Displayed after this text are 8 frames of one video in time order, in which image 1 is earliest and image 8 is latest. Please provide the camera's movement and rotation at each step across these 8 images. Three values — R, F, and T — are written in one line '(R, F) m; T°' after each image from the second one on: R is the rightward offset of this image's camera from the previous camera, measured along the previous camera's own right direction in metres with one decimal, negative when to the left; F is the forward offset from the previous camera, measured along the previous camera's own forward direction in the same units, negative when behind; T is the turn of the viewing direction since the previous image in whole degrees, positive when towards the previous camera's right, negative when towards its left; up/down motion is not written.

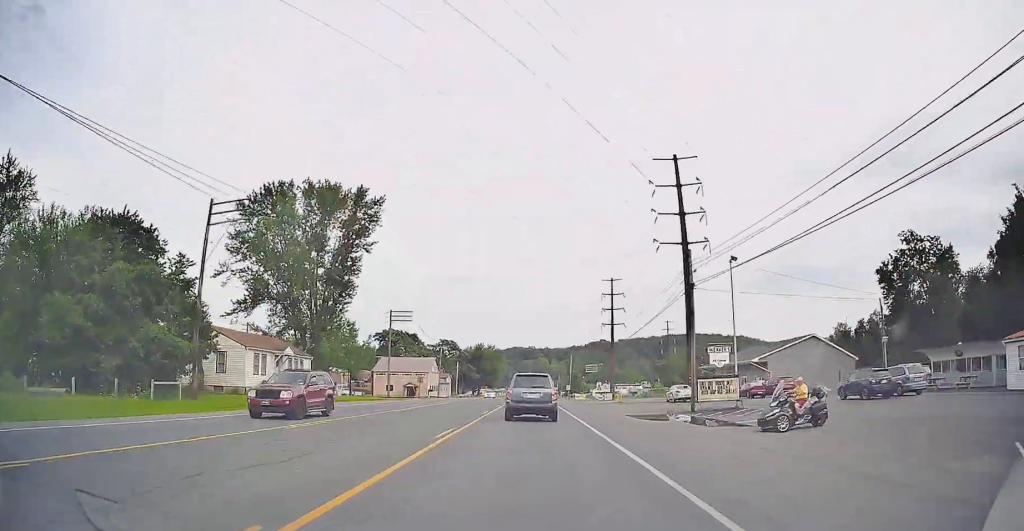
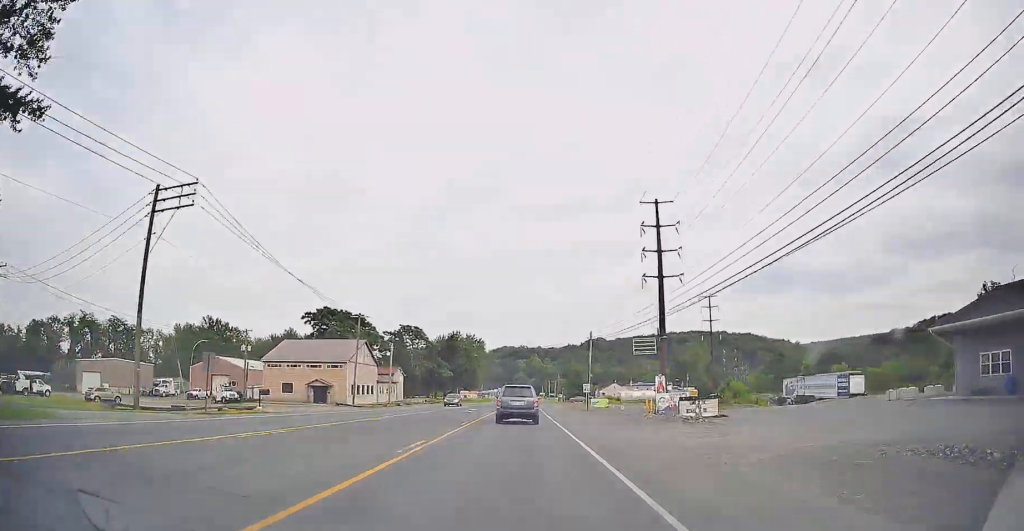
(0.0, +59.1) m; 0°
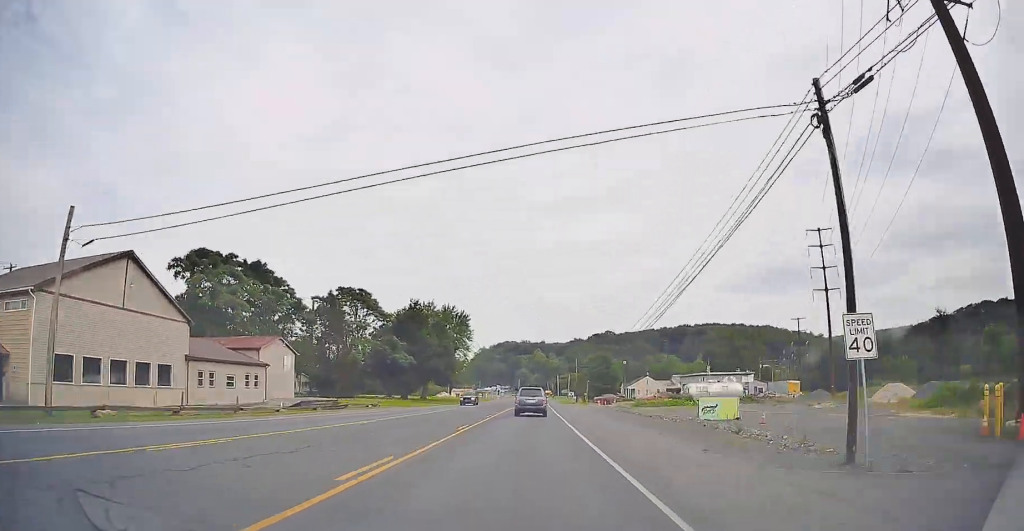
(+0.2, +57.0) m; 0°
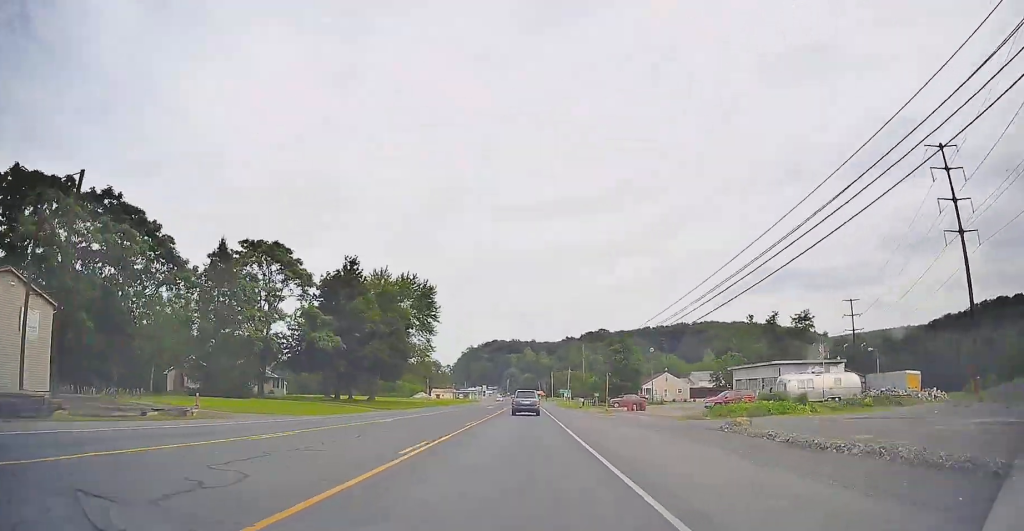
(+0.2, +32.9) m; 0°
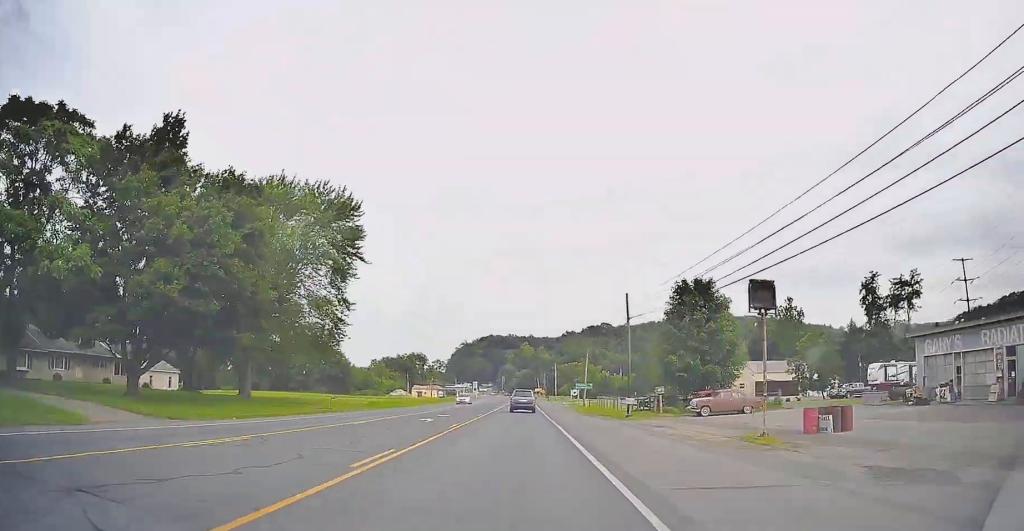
(-0.1, +38.6) m; 0°
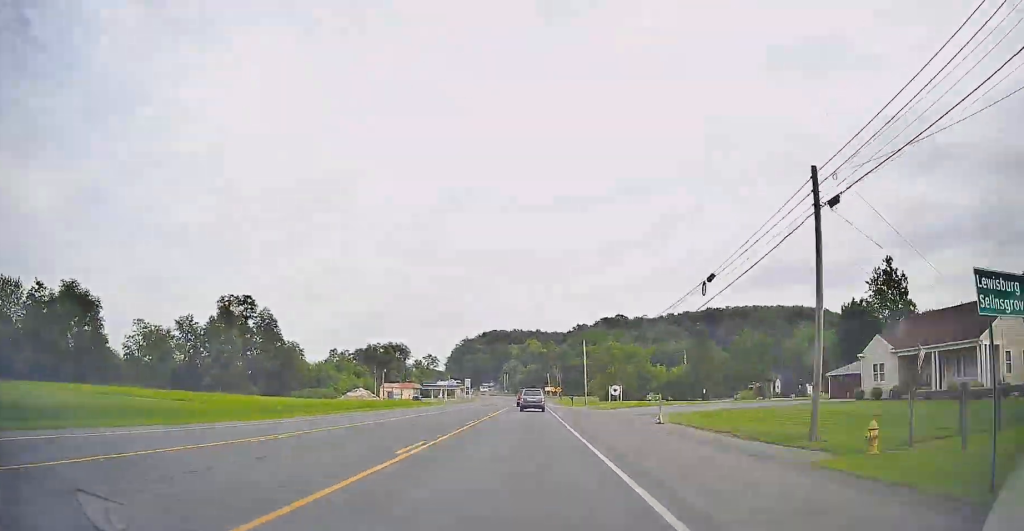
(+0.1, +56.7) m; 0°
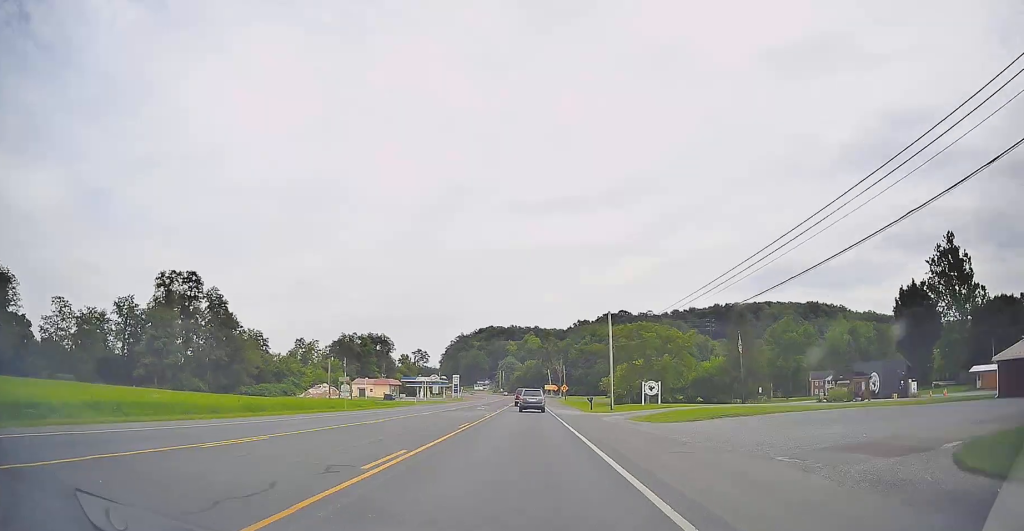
(0.0, +27.2) m; 0°
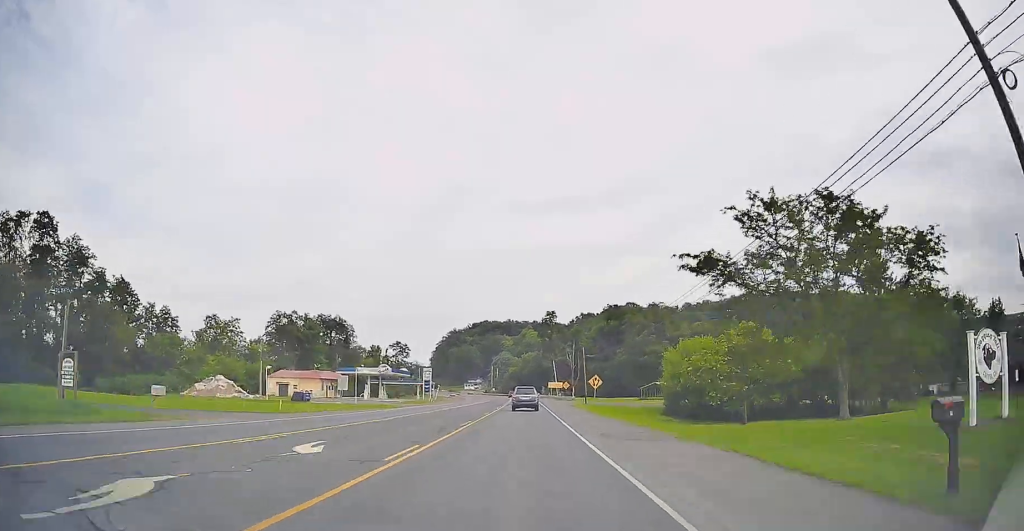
(0.0, +47.9) m; 0°
